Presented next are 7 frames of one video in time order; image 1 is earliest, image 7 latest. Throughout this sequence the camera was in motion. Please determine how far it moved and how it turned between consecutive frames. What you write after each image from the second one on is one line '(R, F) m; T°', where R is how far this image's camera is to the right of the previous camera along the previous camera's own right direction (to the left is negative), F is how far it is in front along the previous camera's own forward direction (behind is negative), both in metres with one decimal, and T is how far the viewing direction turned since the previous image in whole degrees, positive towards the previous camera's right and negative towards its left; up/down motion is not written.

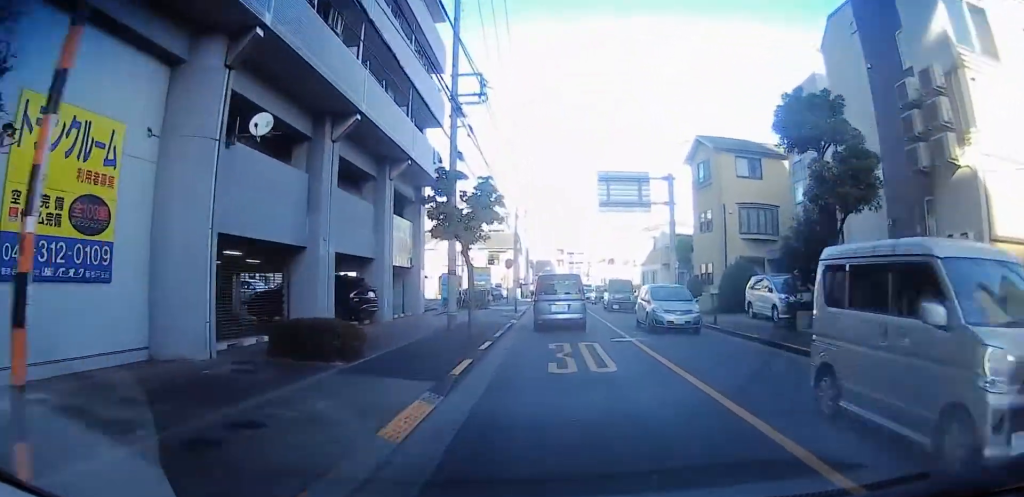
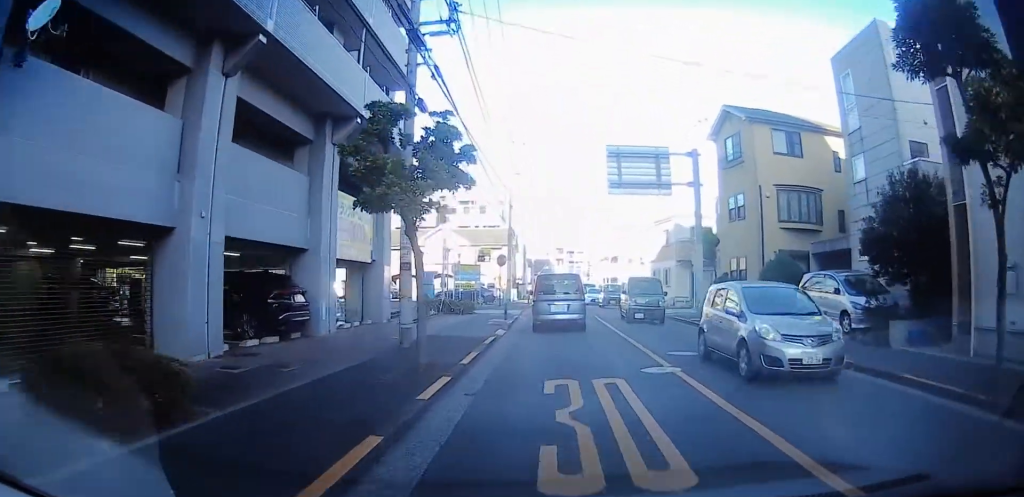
(0.0, +7.8) m; +4°
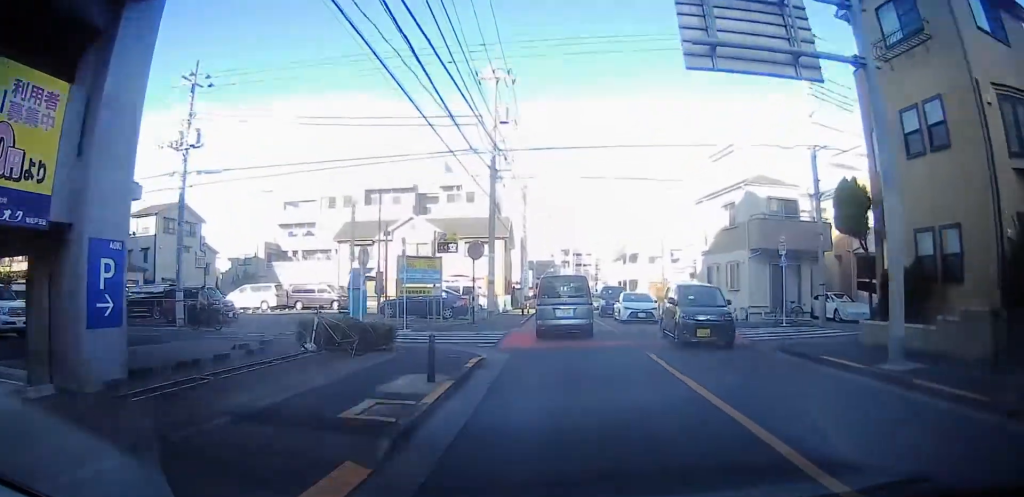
(+1.5, +19.3) m; +3°
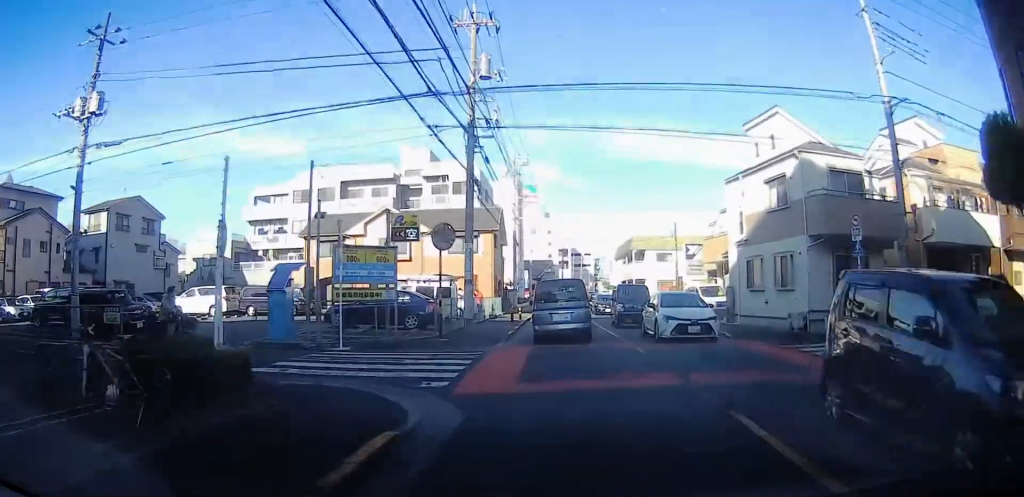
(-0.4, +8.3) m; -4°
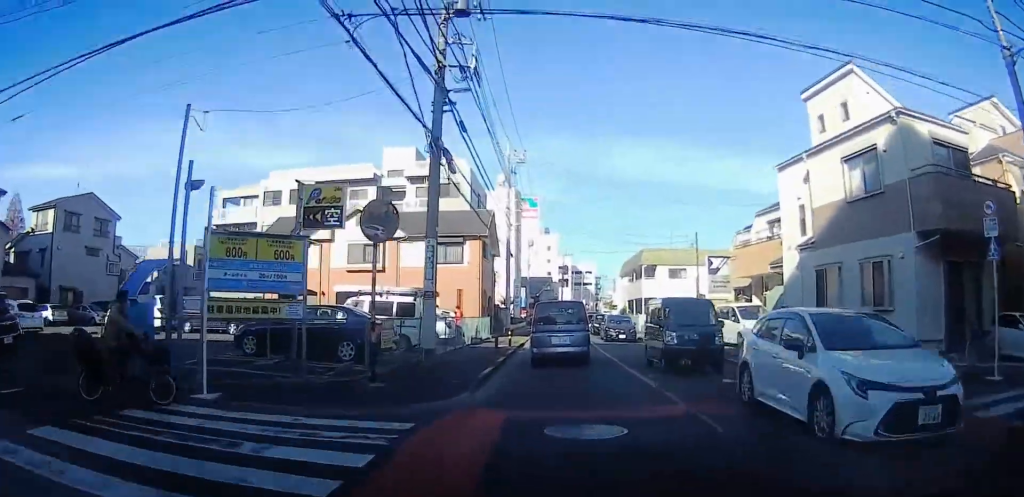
(-0.1, +8.4) m; -1°
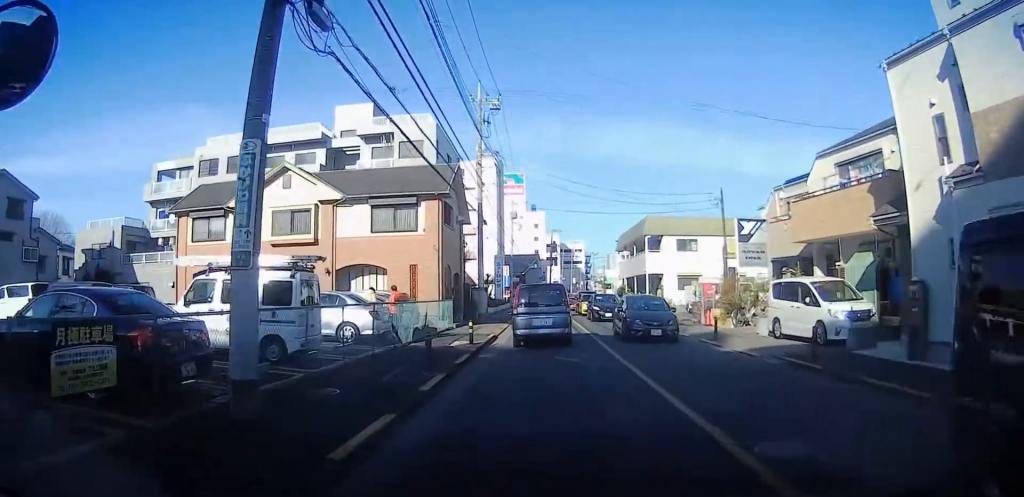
(0.0, +11.4) m; +2°
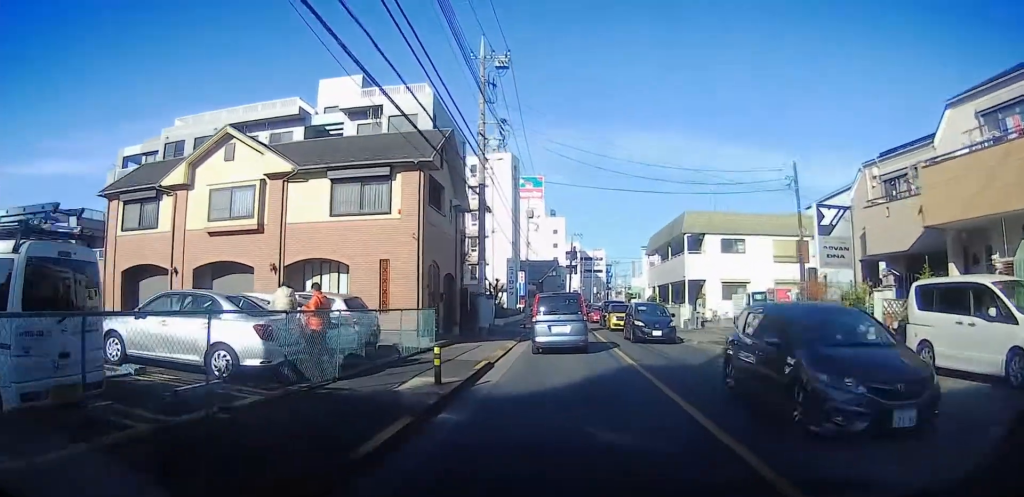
(+0.2, +9.1) m; +4°
